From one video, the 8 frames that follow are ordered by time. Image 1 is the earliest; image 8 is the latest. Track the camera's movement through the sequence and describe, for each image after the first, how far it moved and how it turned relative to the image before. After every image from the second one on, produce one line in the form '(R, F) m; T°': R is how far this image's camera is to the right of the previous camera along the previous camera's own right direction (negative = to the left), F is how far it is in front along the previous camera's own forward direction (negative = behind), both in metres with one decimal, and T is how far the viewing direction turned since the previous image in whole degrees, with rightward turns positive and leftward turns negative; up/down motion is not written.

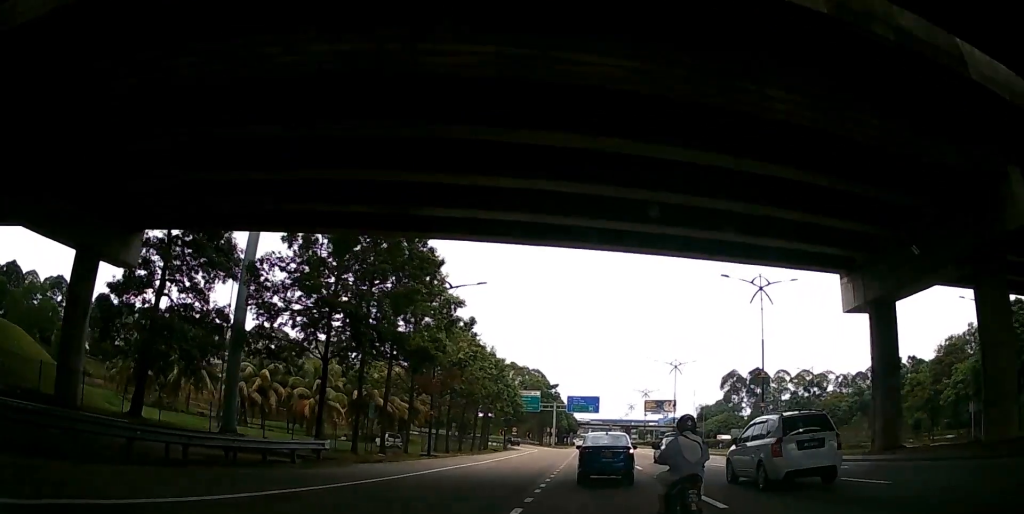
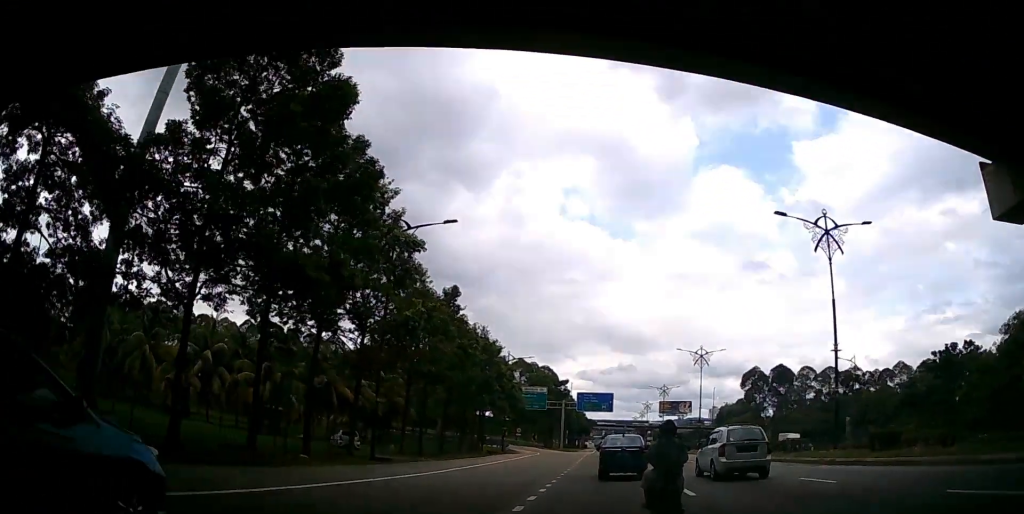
(-0.1, +11.9) m; -1°
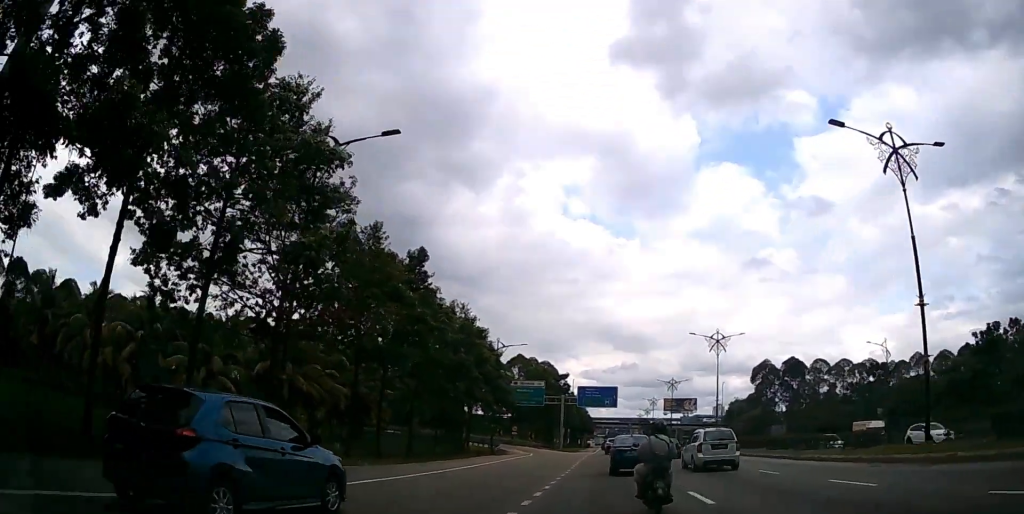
(0.0, +9.0) m; -1°
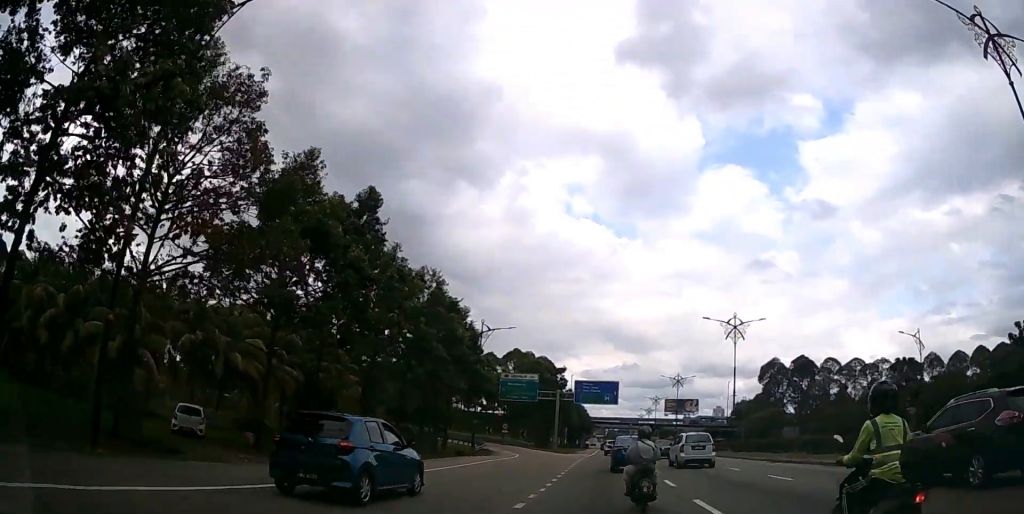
(-0.1, +8.9) m; -1°
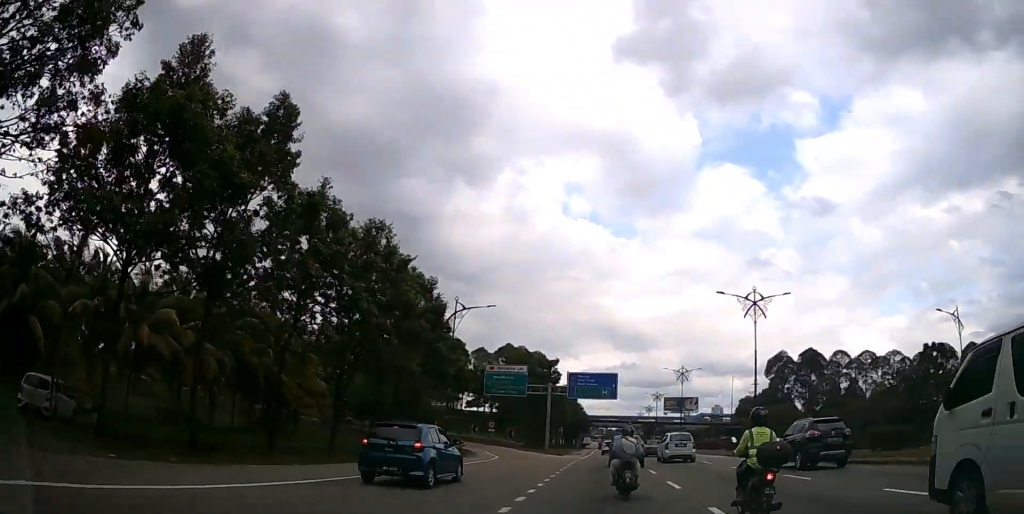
(0.0, +8.8) m; +1°
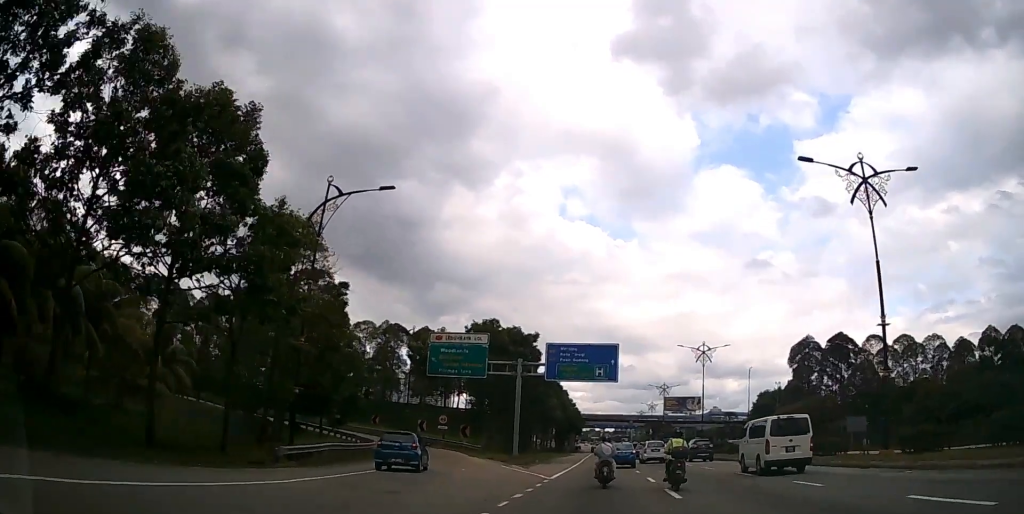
(+0.1, +21.7) m; -1°
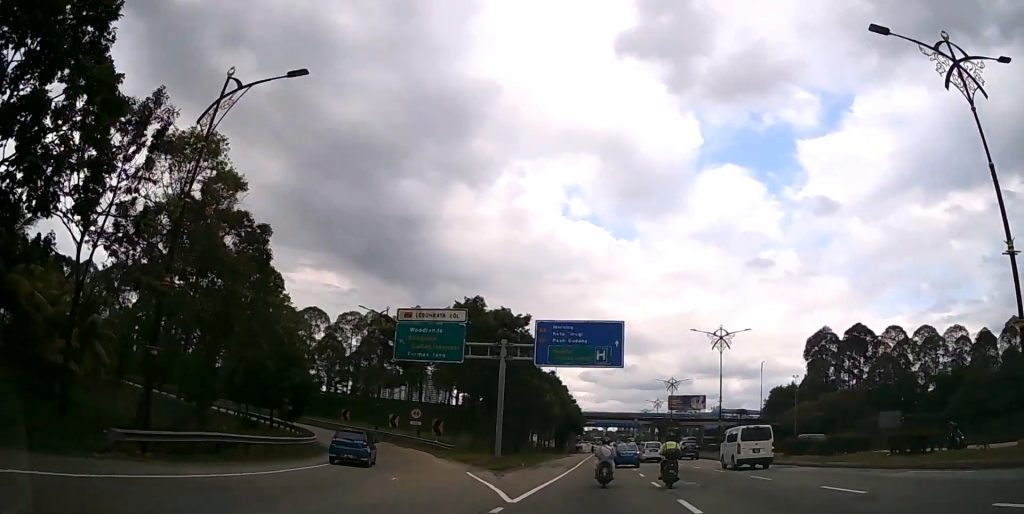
(-0.1, +8.9) m; 0°
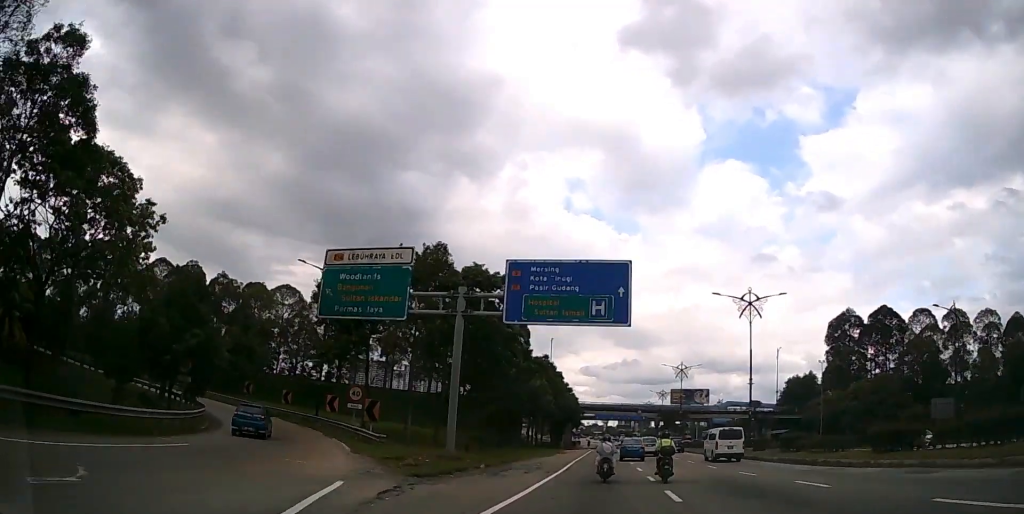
(0.0, +11.5) m; 0°
